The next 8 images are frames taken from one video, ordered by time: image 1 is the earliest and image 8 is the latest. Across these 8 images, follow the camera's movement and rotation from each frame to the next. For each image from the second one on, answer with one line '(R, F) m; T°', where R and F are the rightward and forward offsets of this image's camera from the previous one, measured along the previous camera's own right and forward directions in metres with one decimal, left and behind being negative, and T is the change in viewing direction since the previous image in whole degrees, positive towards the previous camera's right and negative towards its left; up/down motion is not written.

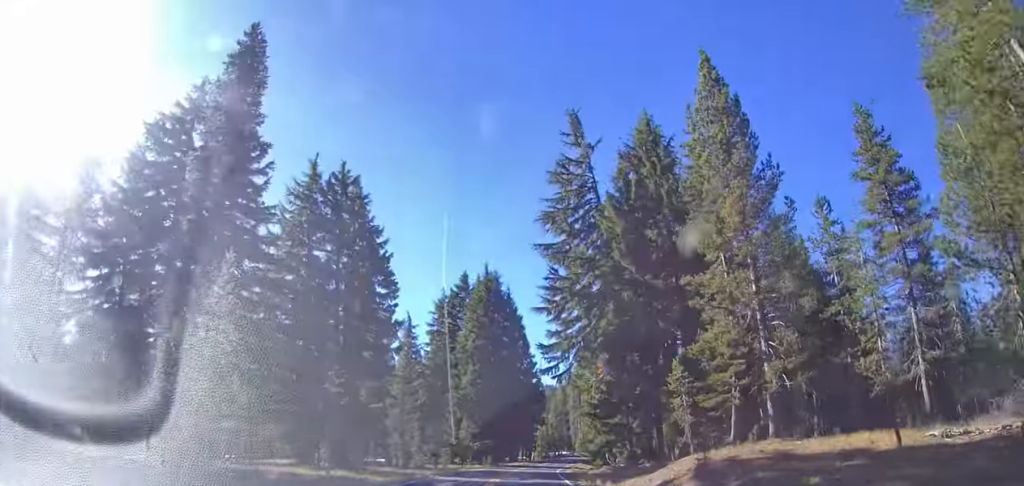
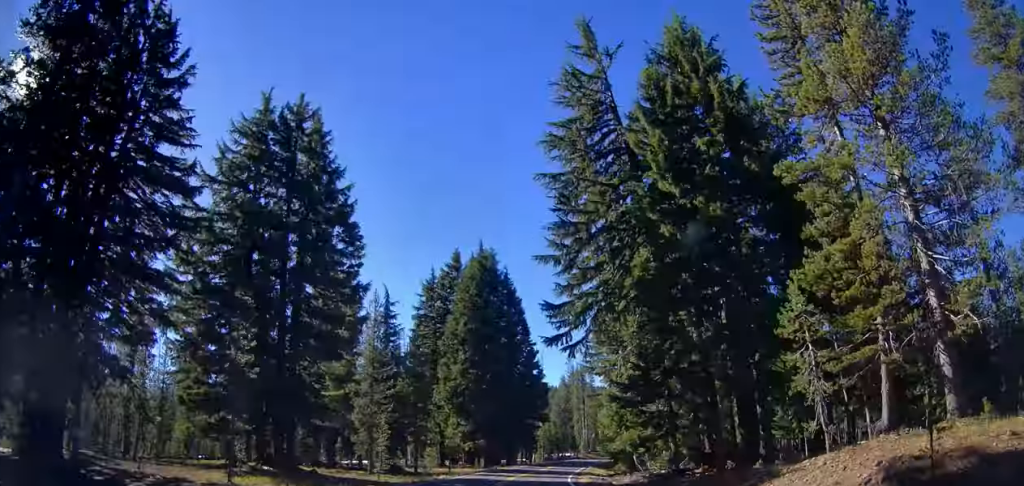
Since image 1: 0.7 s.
(-0.3, +12.1) m; -1°
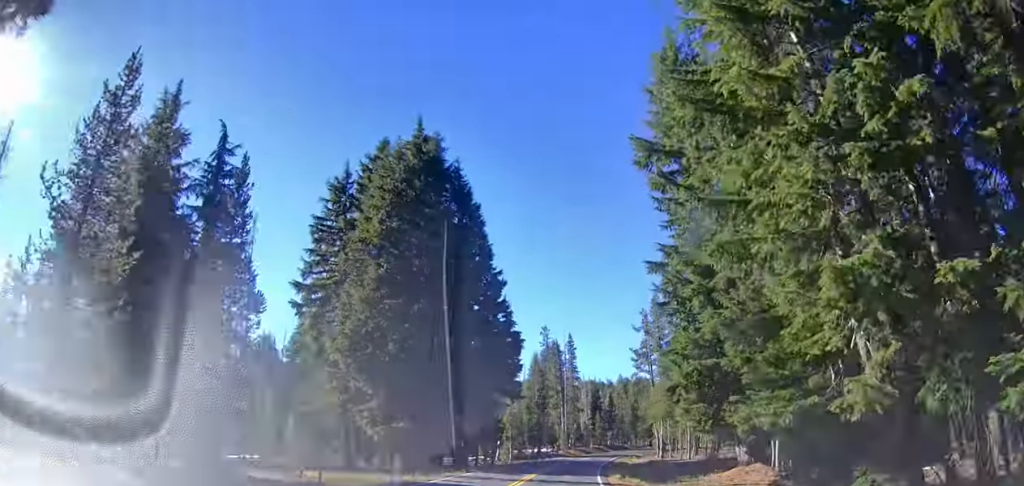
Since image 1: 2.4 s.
(+0.5, +31.6) m; +5°
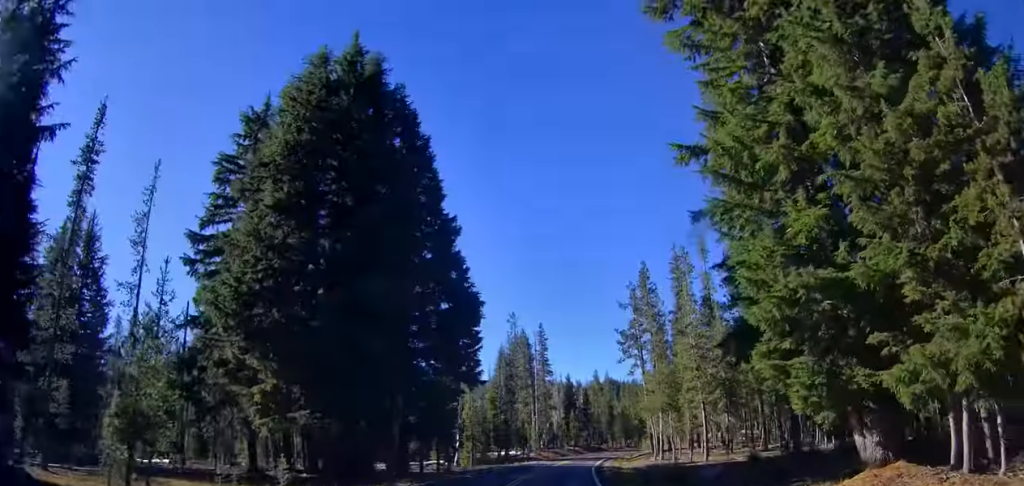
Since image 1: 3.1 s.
(+0.3, +12.9) m; +4°
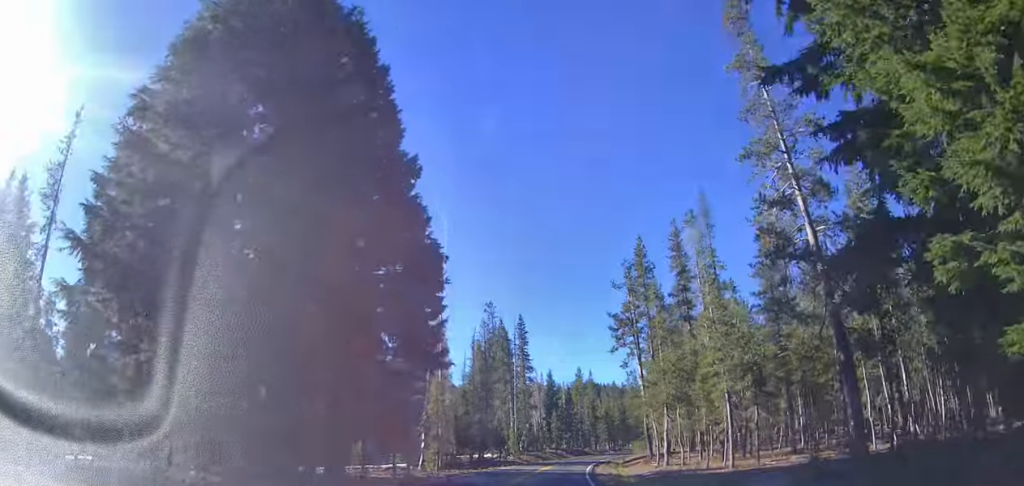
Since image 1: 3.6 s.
(+0.4, +8.7) m; +1°
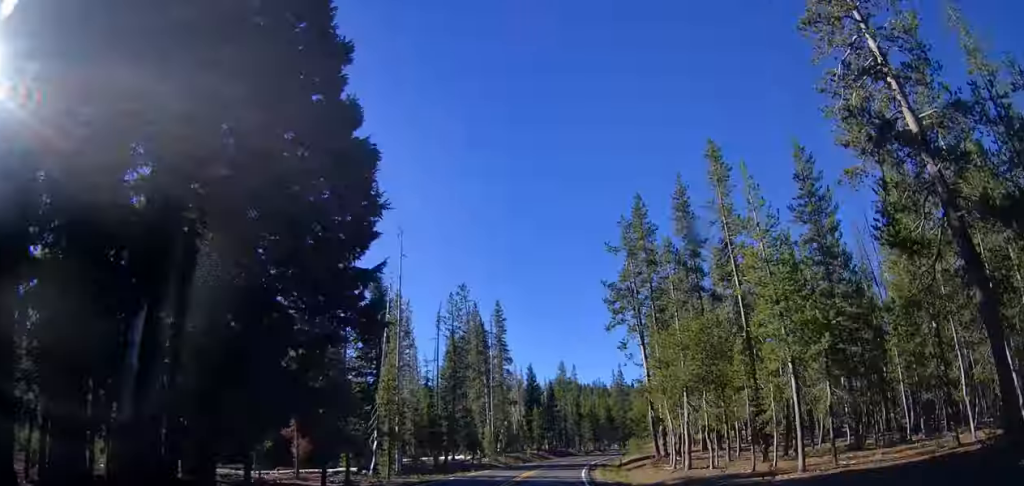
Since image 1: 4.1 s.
(+0.2, +9.9) m; +1°
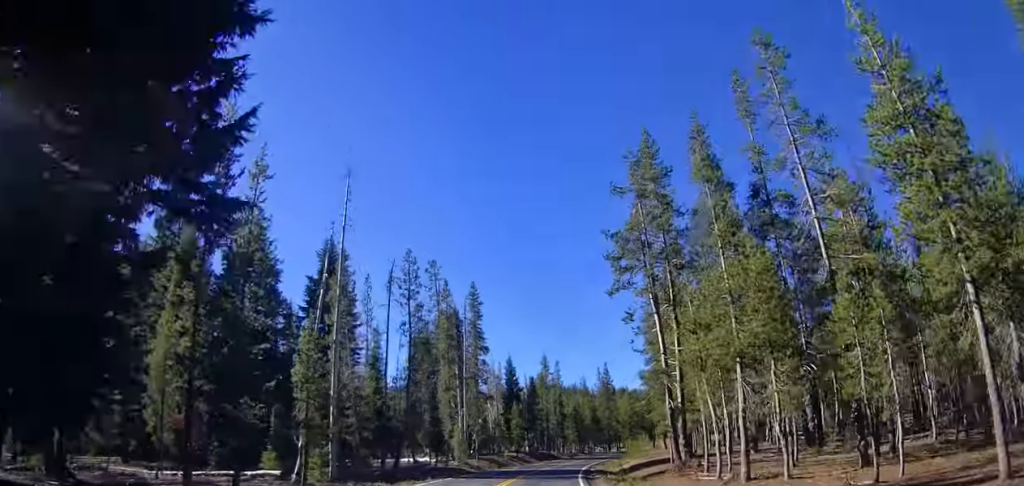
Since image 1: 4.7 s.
(0.0, +10.5) m; 0°
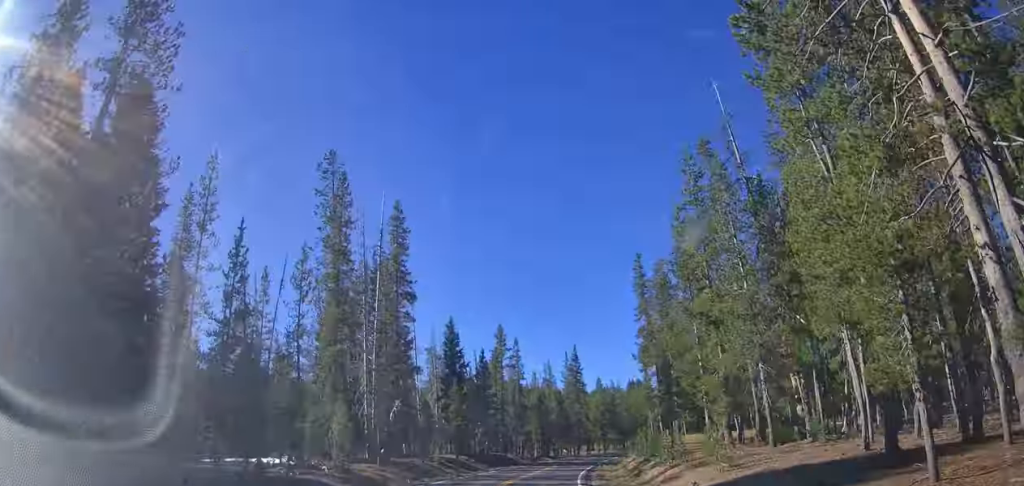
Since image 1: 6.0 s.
(0.0, +26.0) m; 0°
